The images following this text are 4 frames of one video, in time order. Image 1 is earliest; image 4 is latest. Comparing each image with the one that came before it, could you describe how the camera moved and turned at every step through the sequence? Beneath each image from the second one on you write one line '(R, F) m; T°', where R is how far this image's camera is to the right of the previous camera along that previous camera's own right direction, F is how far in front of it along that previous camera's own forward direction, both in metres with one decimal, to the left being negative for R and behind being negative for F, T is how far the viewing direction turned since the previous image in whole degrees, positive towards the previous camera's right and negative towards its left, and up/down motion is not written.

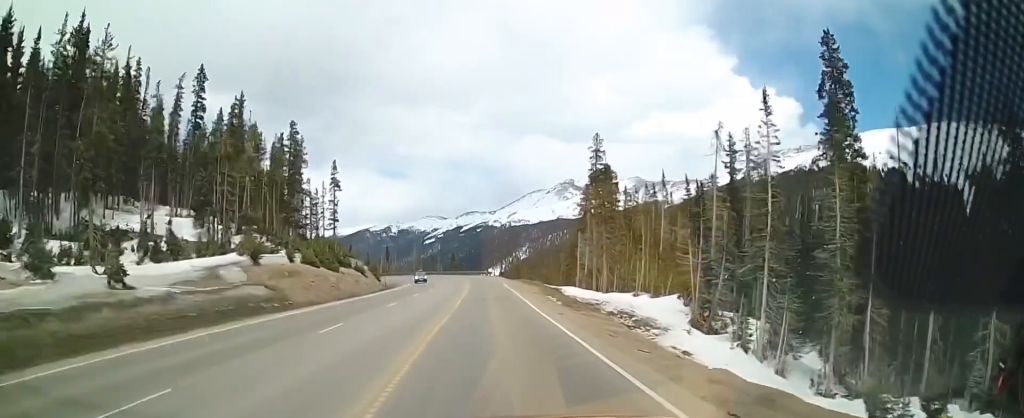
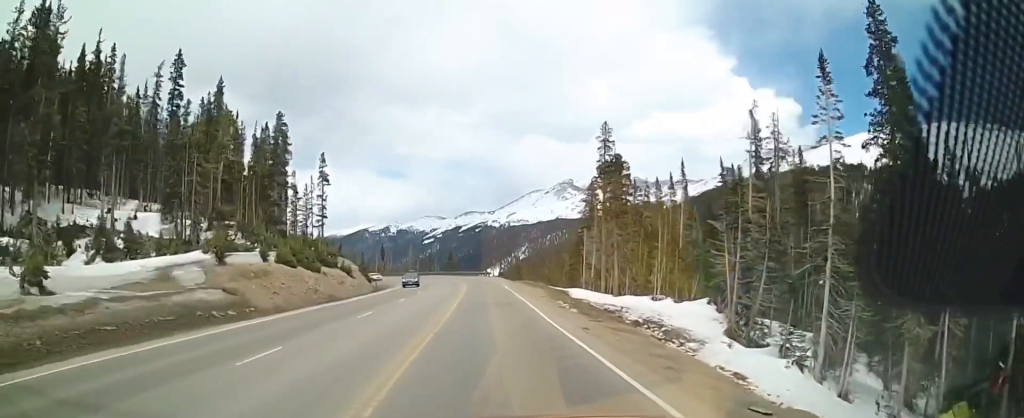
(+0.3, +6.2) m; +2°
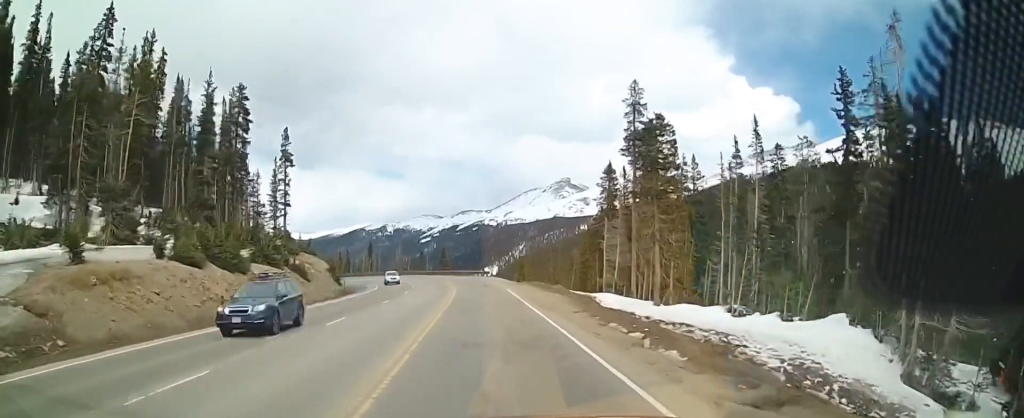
(+0.4, +15.1) m; +3°
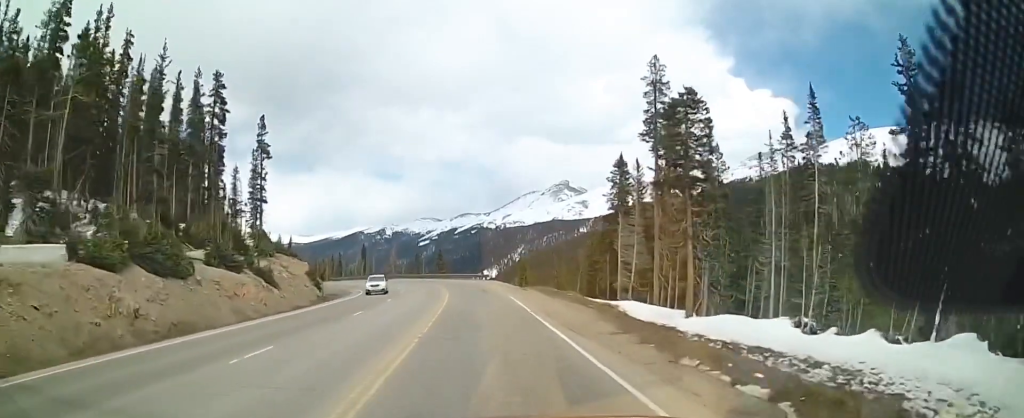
(+0.2, +7.3) m; 0°
